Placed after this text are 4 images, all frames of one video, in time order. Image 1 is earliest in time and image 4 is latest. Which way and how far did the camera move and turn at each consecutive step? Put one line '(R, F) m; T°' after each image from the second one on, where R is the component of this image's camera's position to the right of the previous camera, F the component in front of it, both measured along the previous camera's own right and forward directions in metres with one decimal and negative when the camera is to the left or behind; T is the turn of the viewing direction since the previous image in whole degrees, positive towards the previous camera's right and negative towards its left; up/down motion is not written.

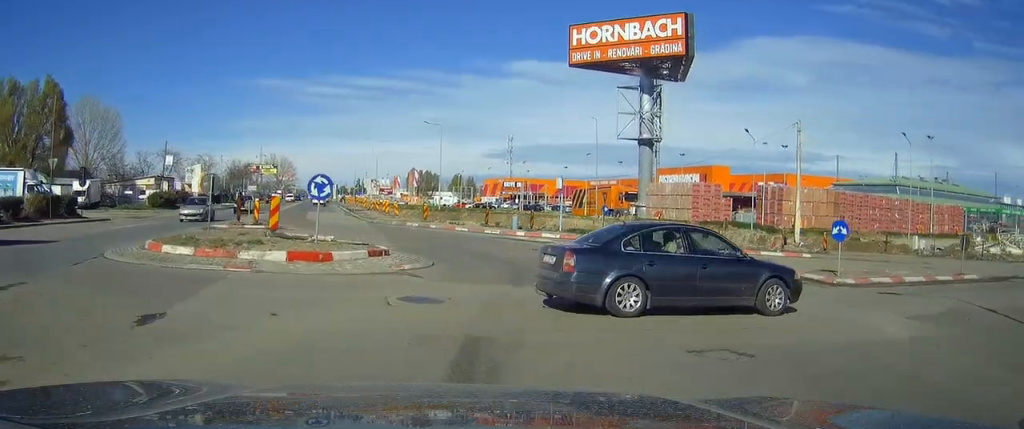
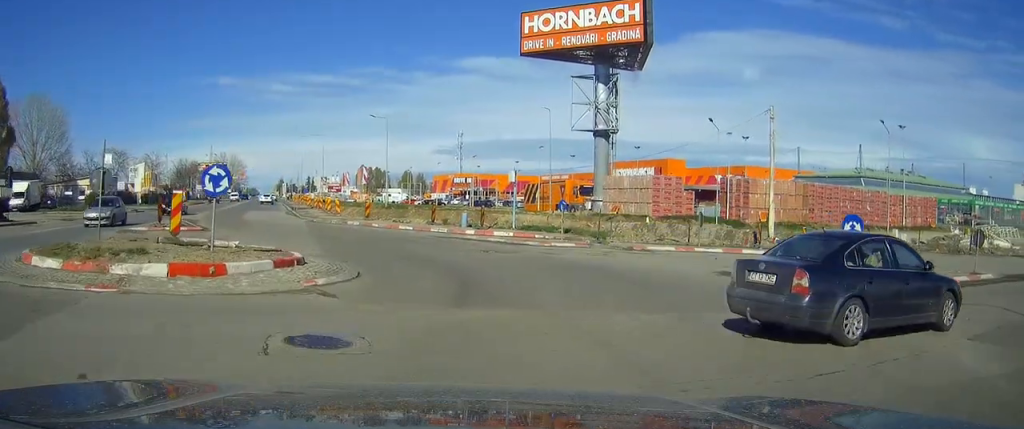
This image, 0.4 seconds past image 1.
(+0.1, +3.5) m; +3°
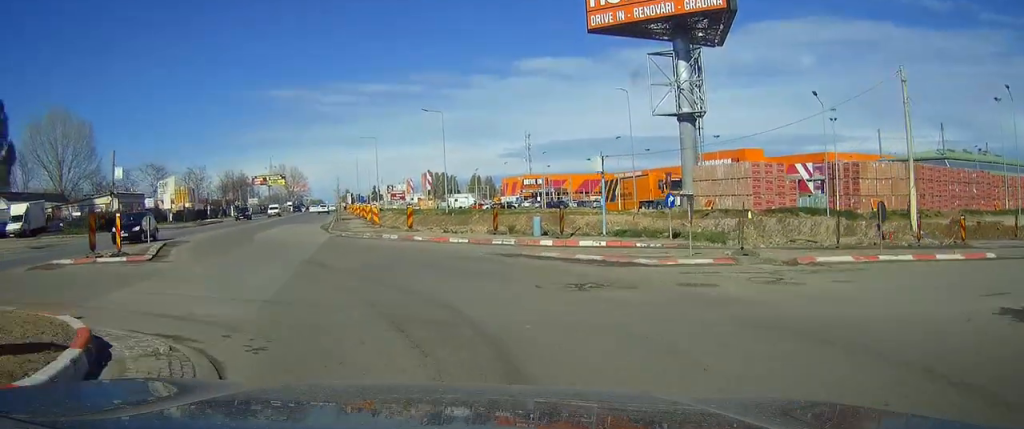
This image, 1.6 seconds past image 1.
(+0.1, +9.9) m; -5°
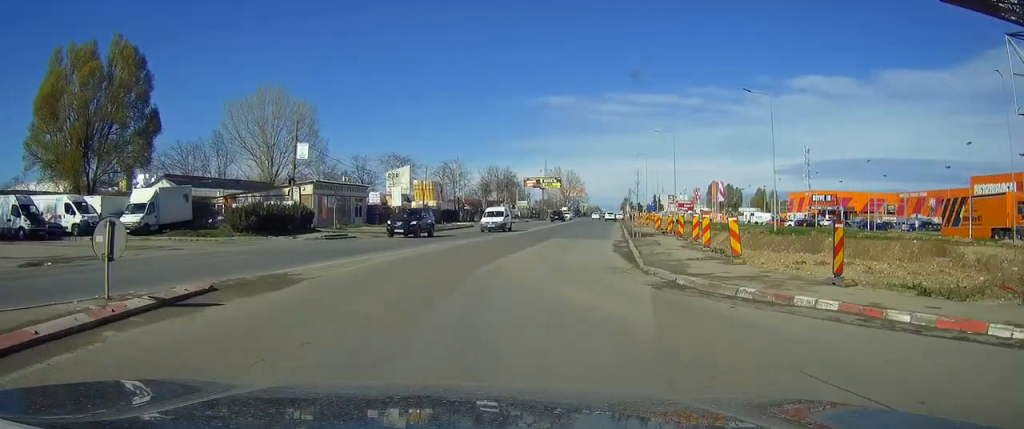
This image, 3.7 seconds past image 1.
(-3.7, +19.1) m; -17°
